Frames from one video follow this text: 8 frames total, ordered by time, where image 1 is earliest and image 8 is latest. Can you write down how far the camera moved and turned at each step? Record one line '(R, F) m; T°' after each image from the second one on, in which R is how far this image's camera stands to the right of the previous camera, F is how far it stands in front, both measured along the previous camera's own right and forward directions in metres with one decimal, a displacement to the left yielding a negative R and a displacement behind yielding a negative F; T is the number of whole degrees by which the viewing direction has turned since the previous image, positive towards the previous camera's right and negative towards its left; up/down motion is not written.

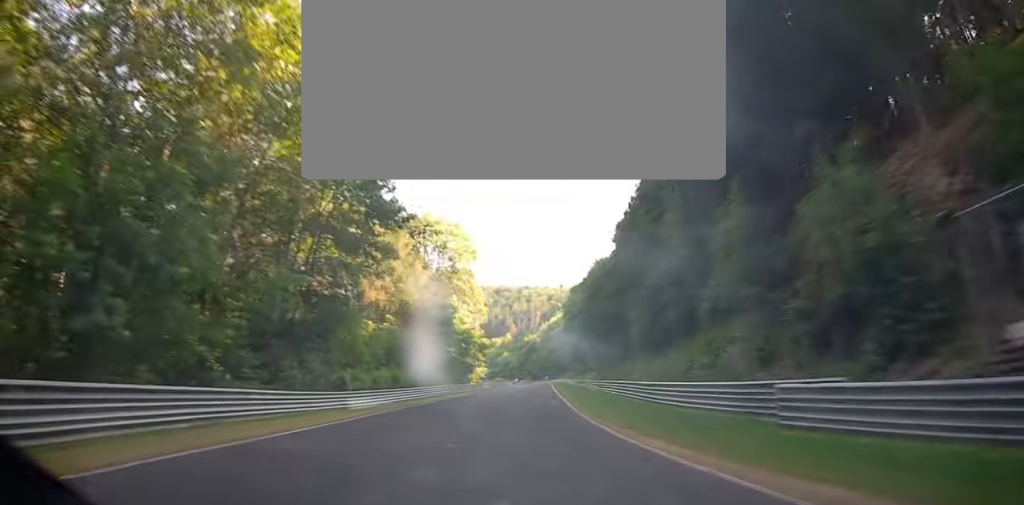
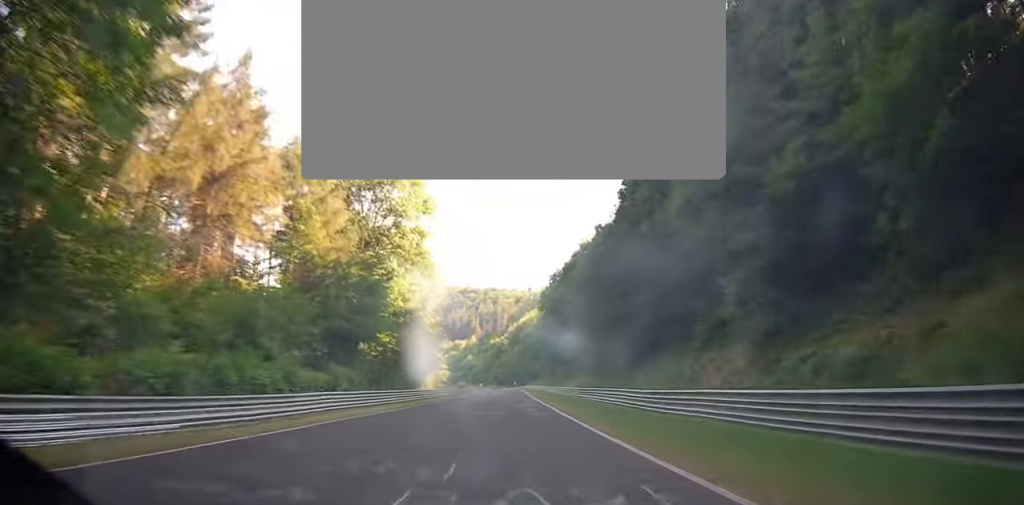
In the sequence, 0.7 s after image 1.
(+1.3, +24.6) m; +3°
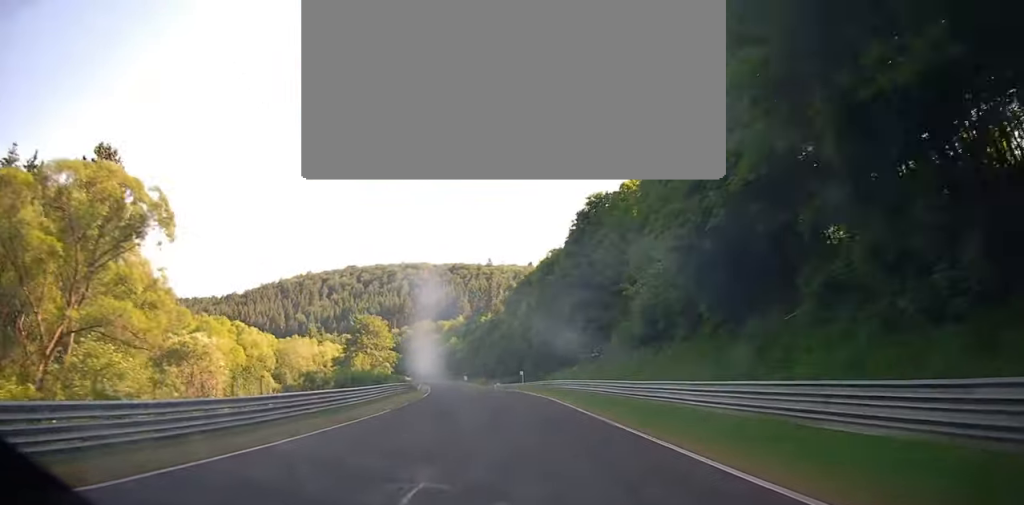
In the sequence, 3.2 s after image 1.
(+2.4, +97.8) m; -2°
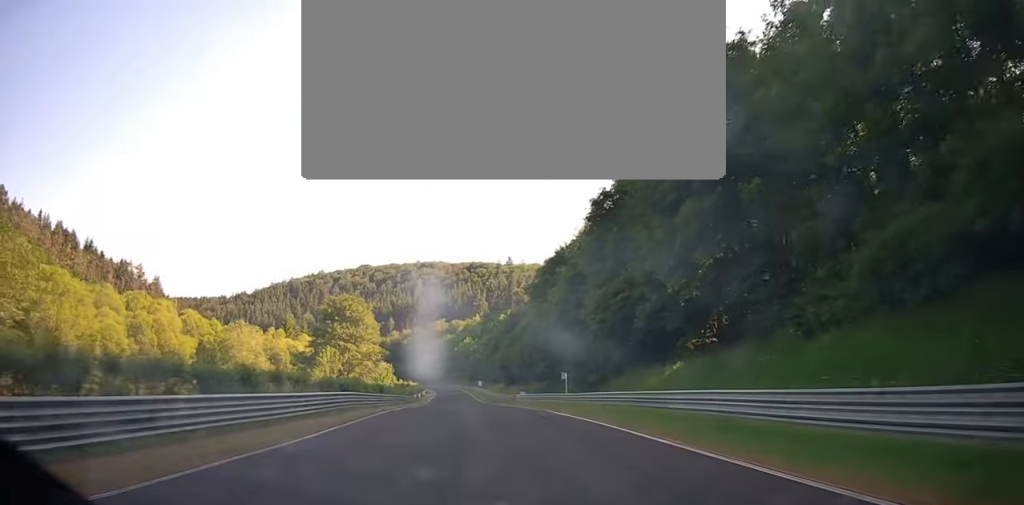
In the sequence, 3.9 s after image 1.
(-1.4, +33.7) m; -4°
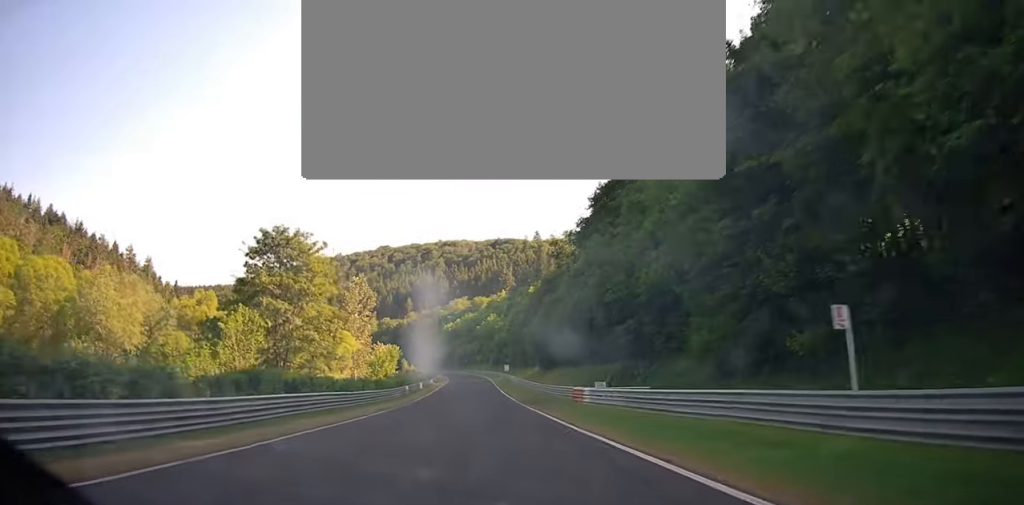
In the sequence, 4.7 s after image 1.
(-1.4, +36.0) m; -4°
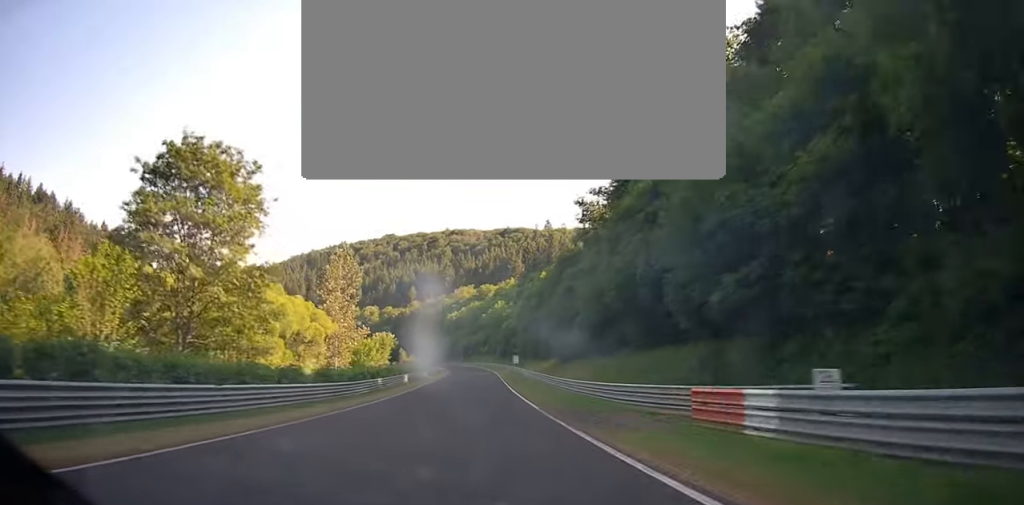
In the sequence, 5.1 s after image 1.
(-0.2, +18.8) m; -2°
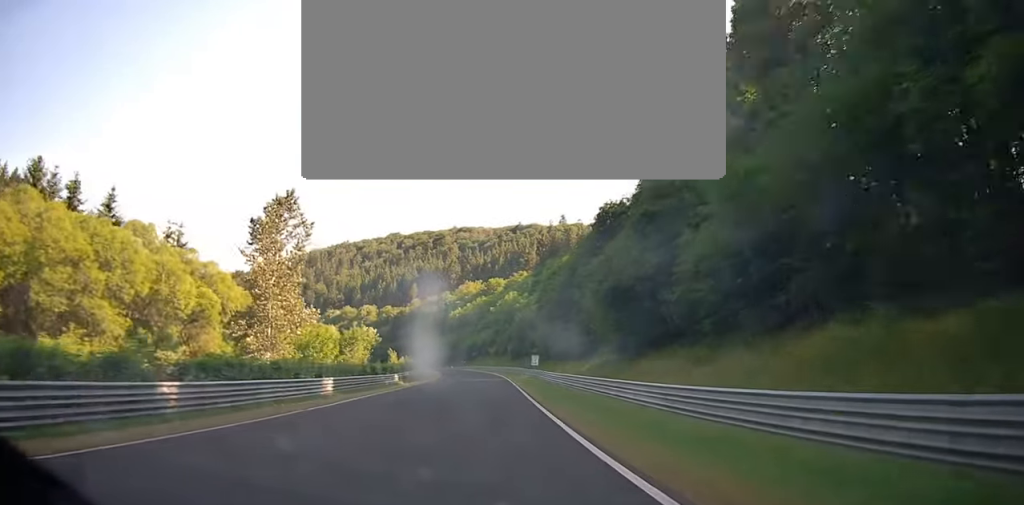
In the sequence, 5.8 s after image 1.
(-0.8, +32.4) m; -2°
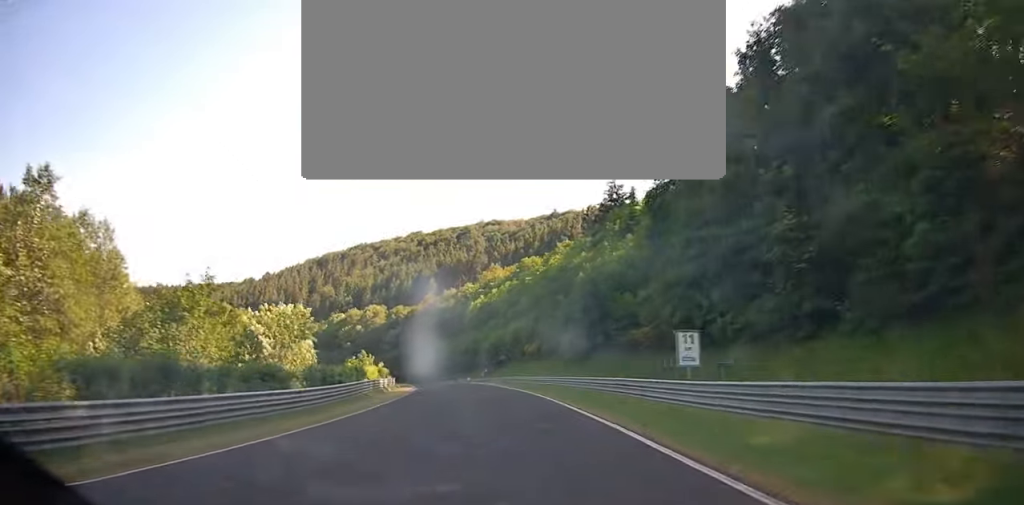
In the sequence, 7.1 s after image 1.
(-1.7, +56.3) m; -5°
